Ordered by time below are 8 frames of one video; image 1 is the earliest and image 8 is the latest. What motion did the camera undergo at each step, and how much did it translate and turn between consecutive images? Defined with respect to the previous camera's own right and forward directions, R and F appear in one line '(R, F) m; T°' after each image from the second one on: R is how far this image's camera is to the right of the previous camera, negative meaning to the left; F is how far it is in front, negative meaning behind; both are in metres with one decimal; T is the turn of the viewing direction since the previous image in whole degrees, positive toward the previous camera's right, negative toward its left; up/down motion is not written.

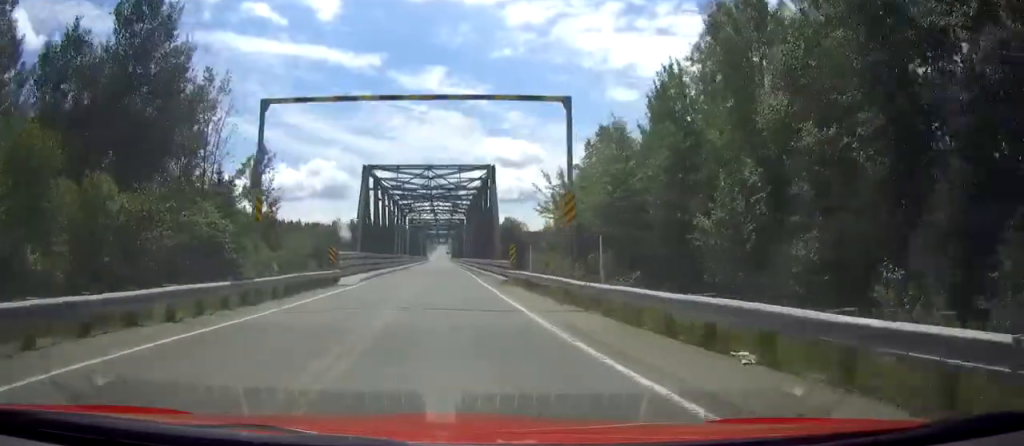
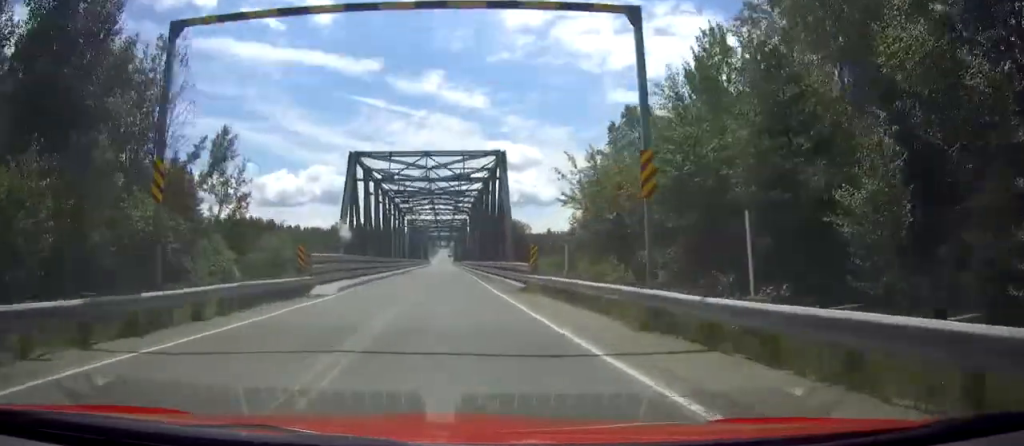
(0.0, +8.0) m; 0°
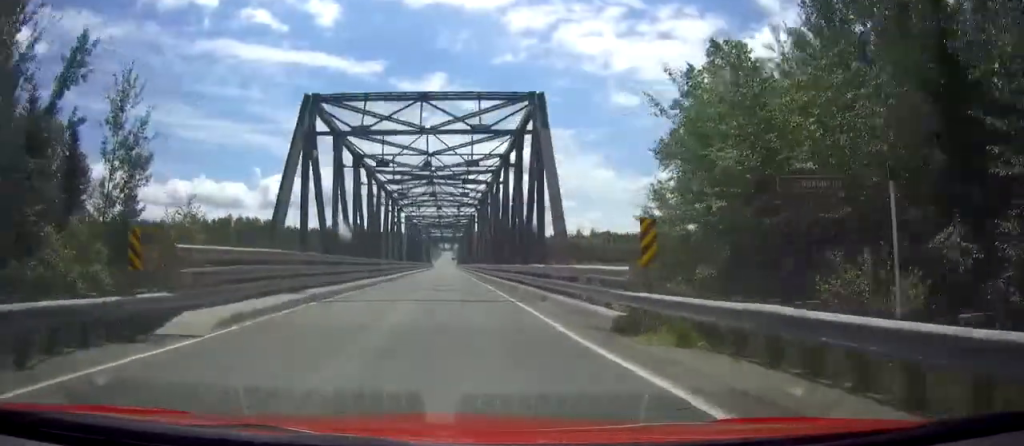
(0.0, +15.3) m; 0°
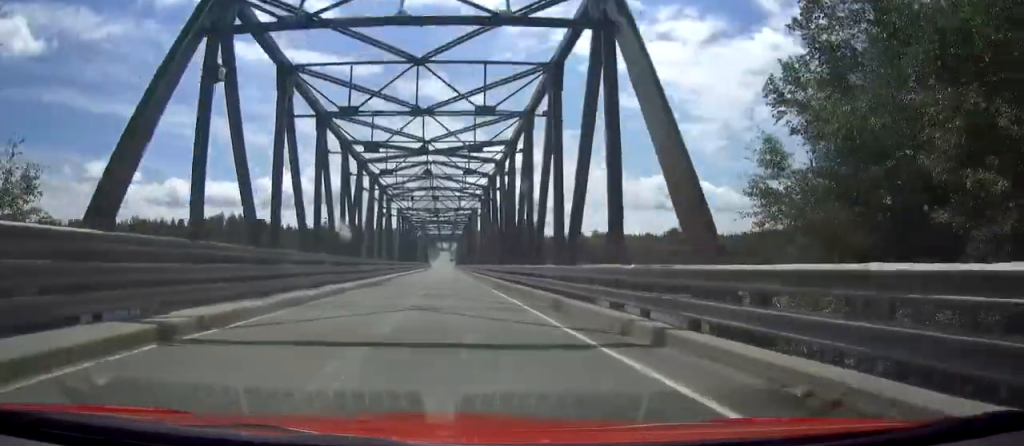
(-0.1, +12.2) m; 0°
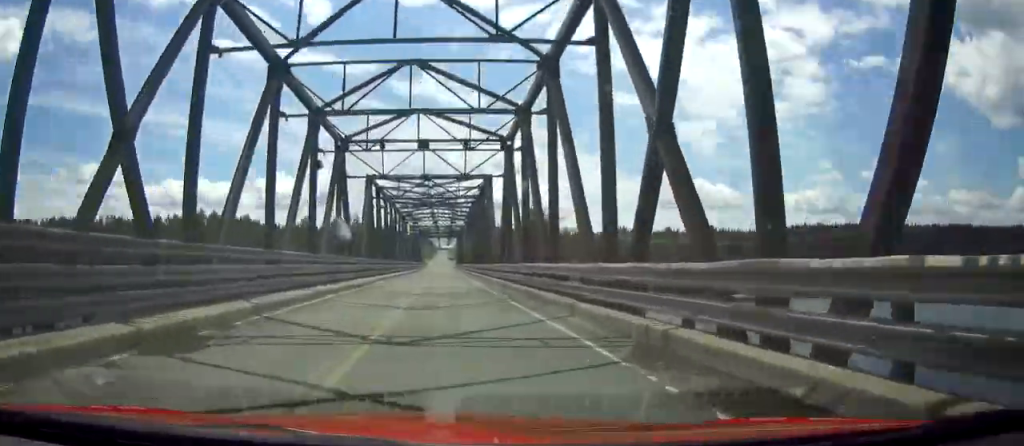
(0.0, +30.6) m; 0°
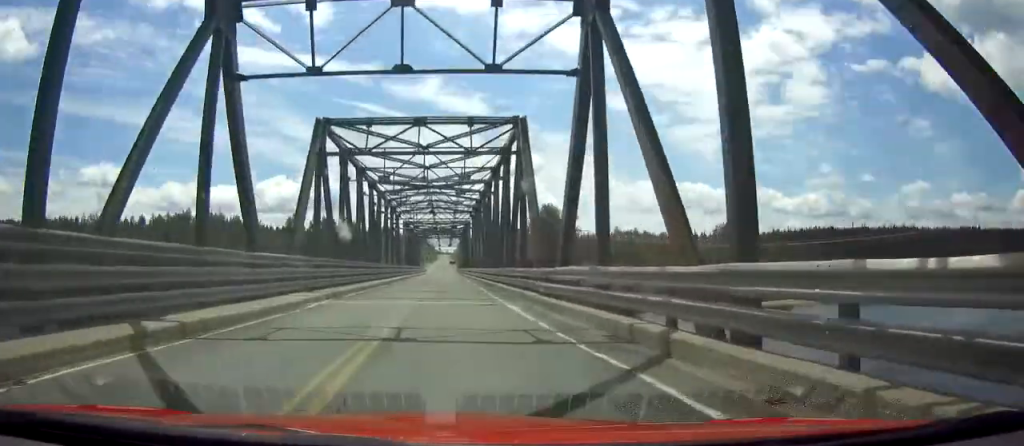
(0.0, +22.1) m; +1°
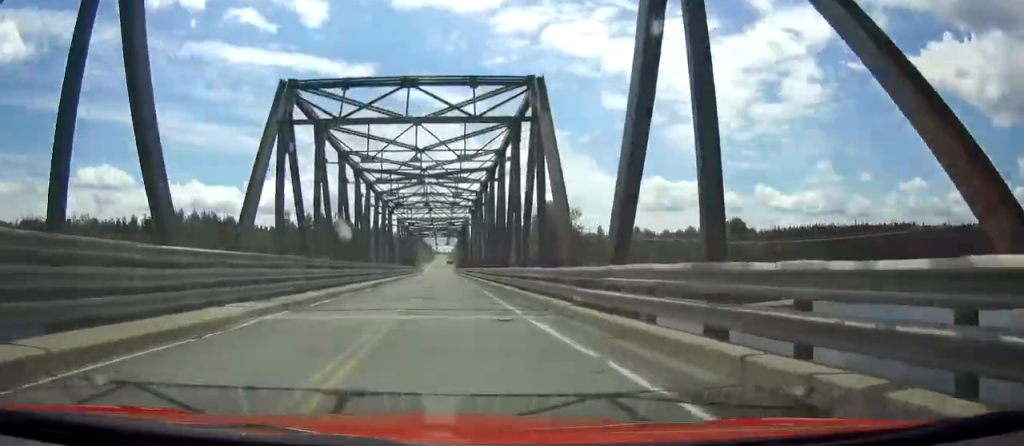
(+0.1, +6.8) m; 0°
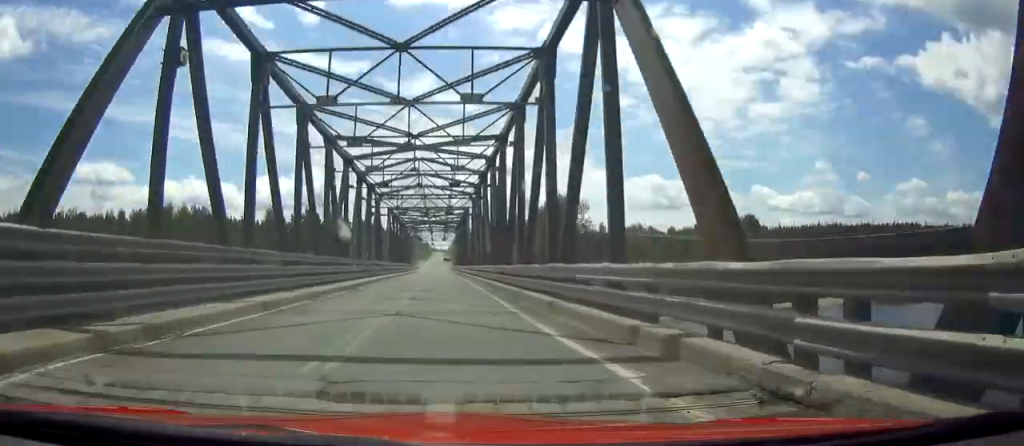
(+0.1, +11.0) m; 0°
